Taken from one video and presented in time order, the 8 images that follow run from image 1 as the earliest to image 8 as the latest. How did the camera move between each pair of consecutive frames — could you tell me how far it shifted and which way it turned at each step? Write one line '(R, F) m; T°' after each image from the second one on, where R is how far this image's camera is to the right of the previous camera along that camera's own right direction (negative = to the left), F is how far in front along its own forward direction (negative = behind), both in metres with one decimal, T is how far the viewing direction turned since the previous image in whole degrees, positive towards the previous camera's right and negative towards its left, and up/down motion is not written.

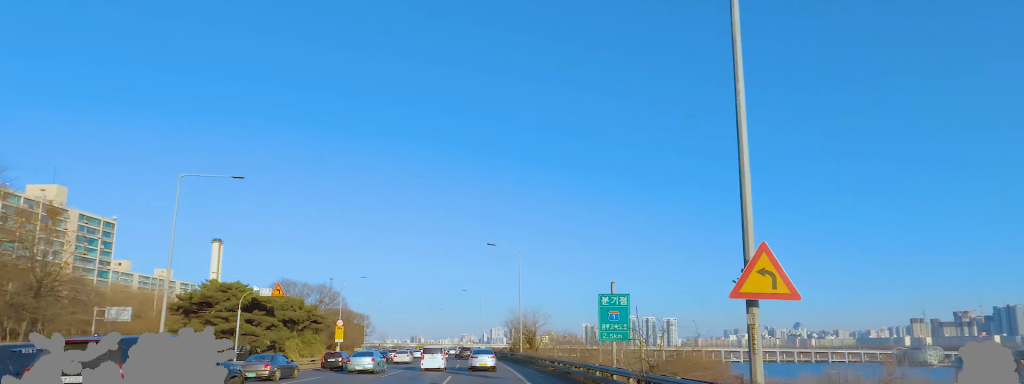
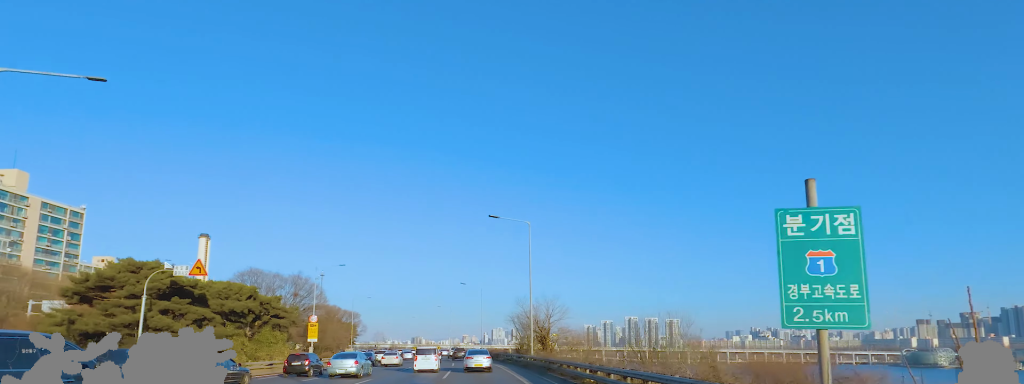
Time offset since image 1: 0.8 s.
(-1.0, +11.8) m; -5°
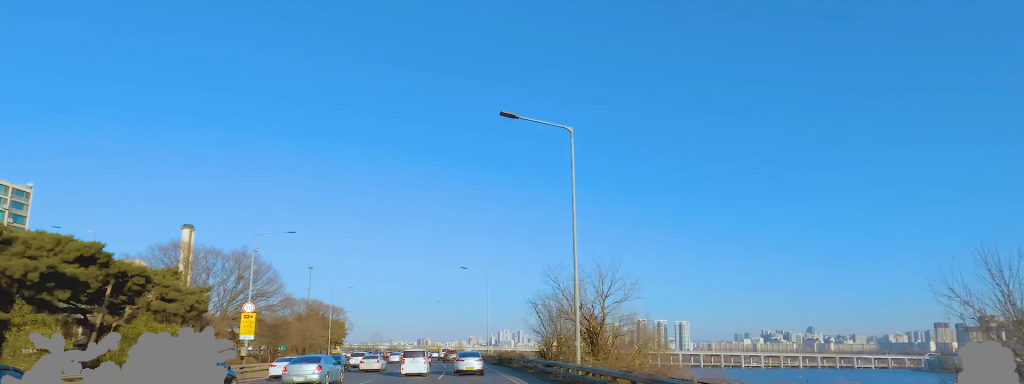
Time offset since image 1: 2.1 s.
(-0.2, +18.6) m; -1°
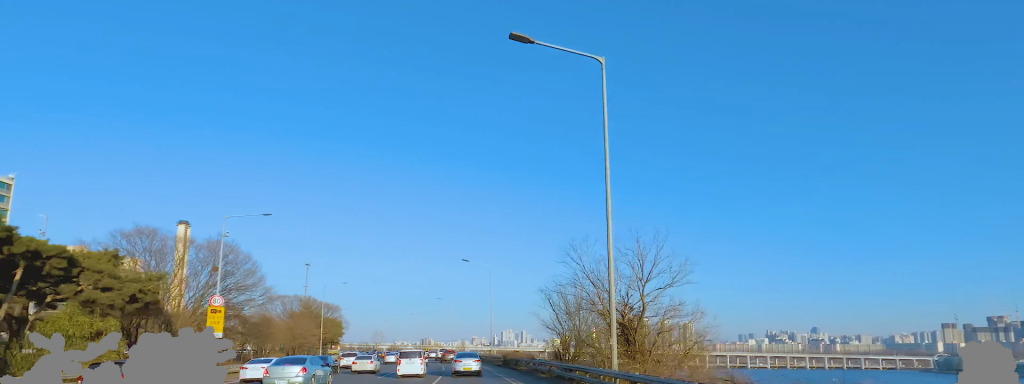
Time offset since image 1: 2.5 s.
(-0.1, +5.7) m; 0°
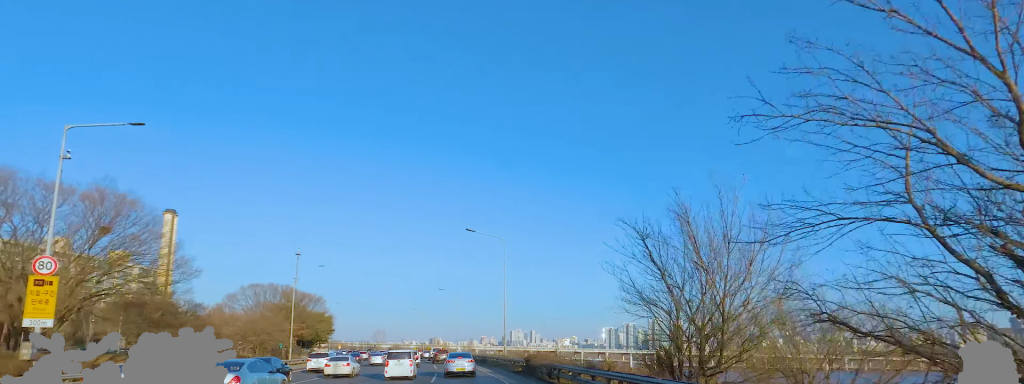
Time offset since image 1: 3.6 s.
(+0.1, +15.8) m; +1°
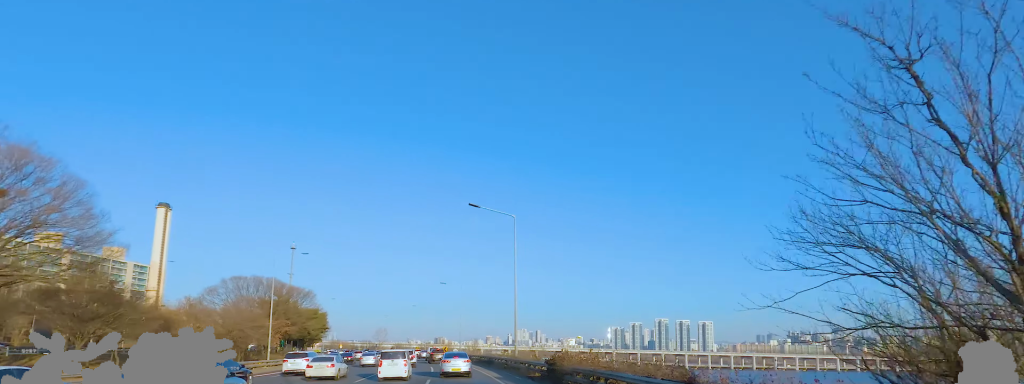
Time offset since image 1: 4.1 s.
(0.0, +8.1) m; 0°
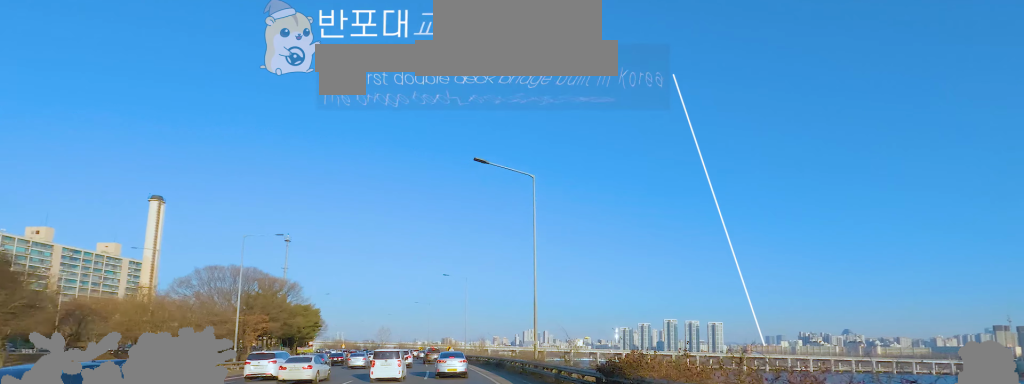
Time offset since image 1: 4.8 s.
(+0.1, +9.4) m; -1°
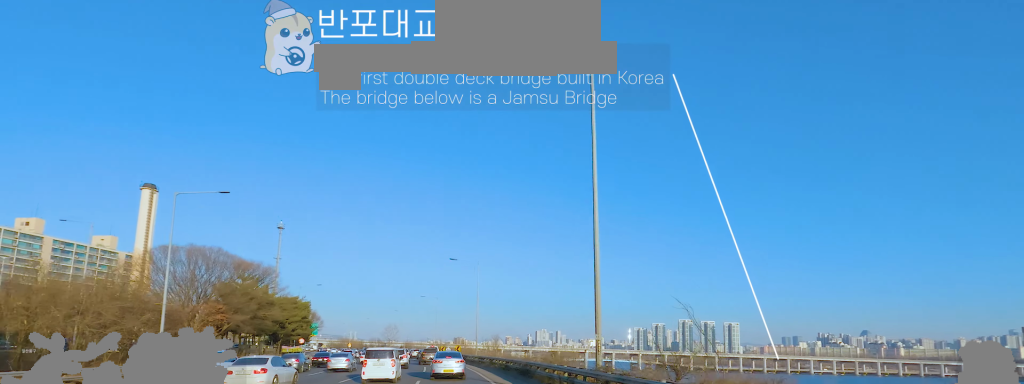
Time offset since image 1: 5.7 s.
(-0.2, +12.6) m; -1°
